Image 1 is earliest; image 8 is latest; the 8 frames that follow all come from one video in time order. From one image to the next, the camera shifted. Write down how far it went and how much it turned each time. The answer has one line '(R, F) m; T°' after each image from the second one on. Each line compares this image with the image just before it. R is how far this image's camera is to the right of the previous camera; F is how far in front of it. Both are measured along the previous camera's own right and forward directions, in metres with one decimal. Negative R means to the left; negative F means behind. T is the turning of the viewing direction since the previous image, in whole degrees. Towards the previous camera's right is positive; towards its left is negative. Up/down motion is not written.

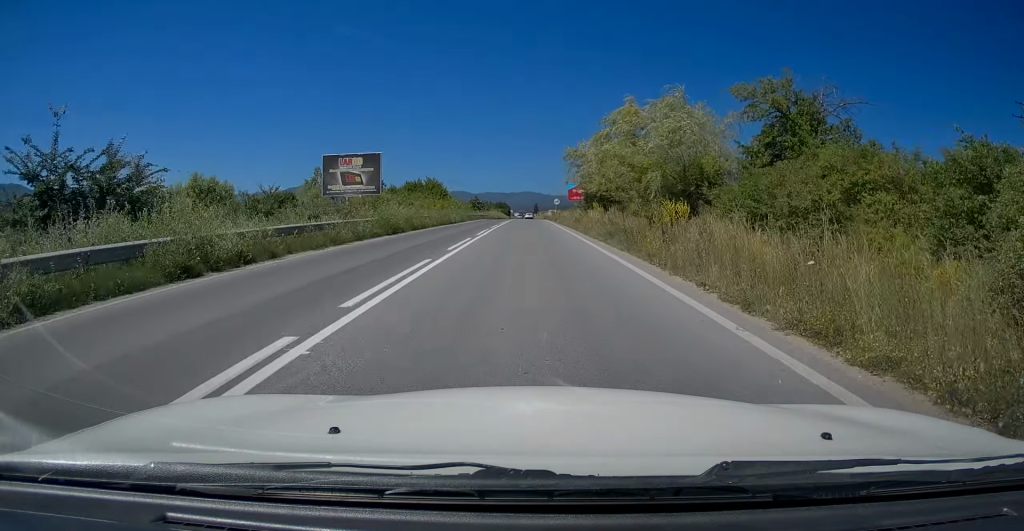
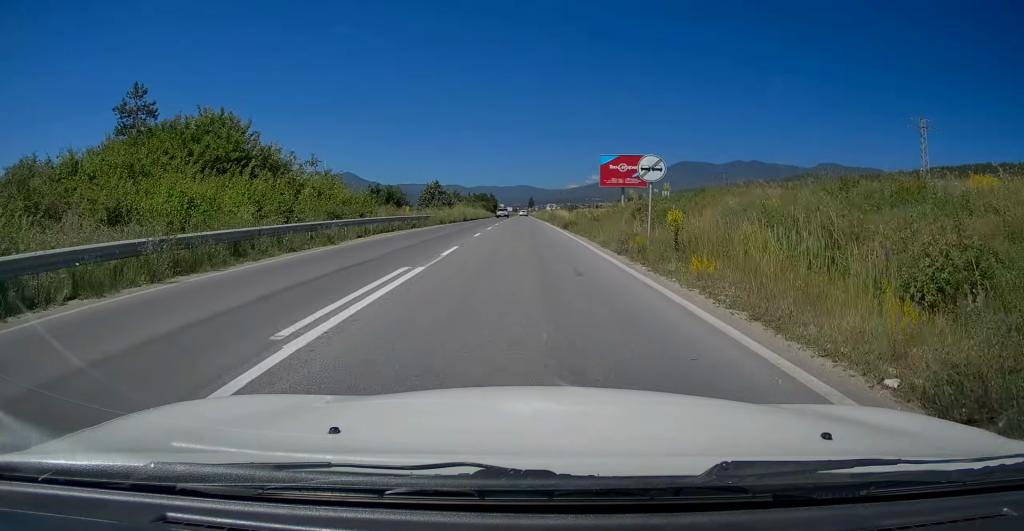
(-0.6, +53.7) m; 0°
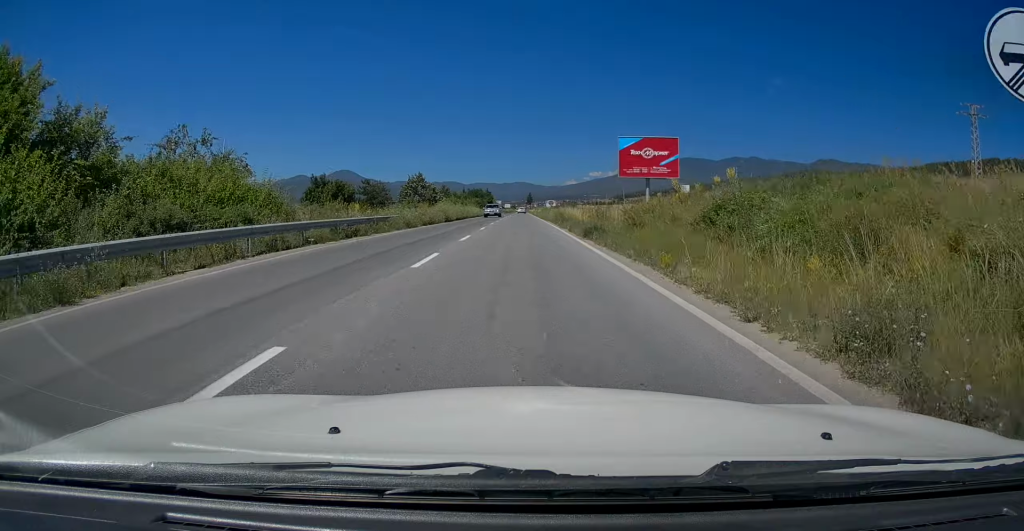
(+0.2, +12.1) m; +1°
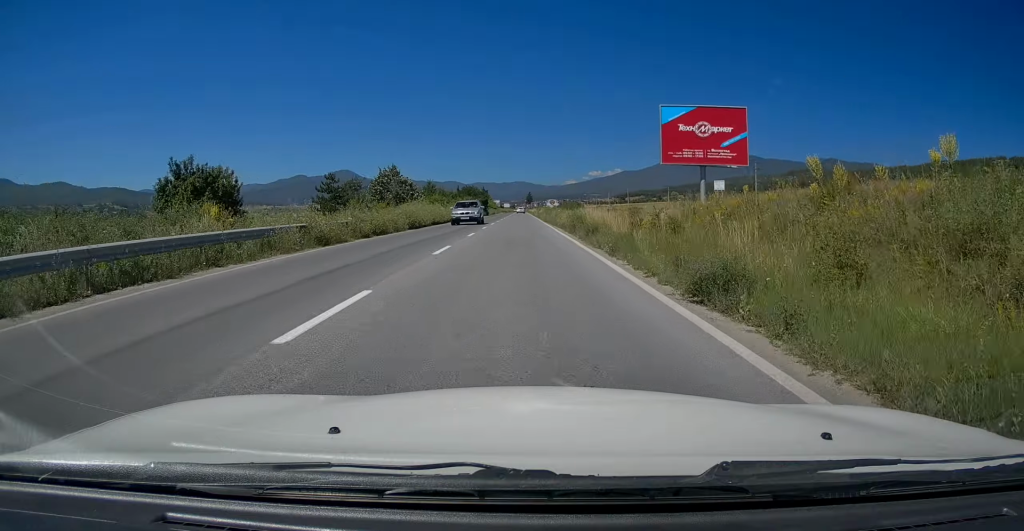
(0.0, +14.1) m; -1°
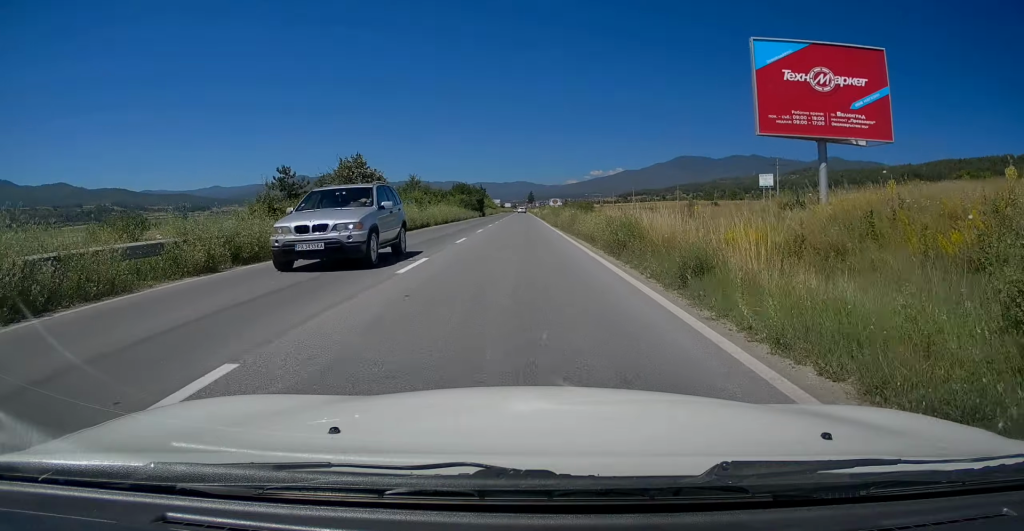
(0.0, +12.7) m; -1°
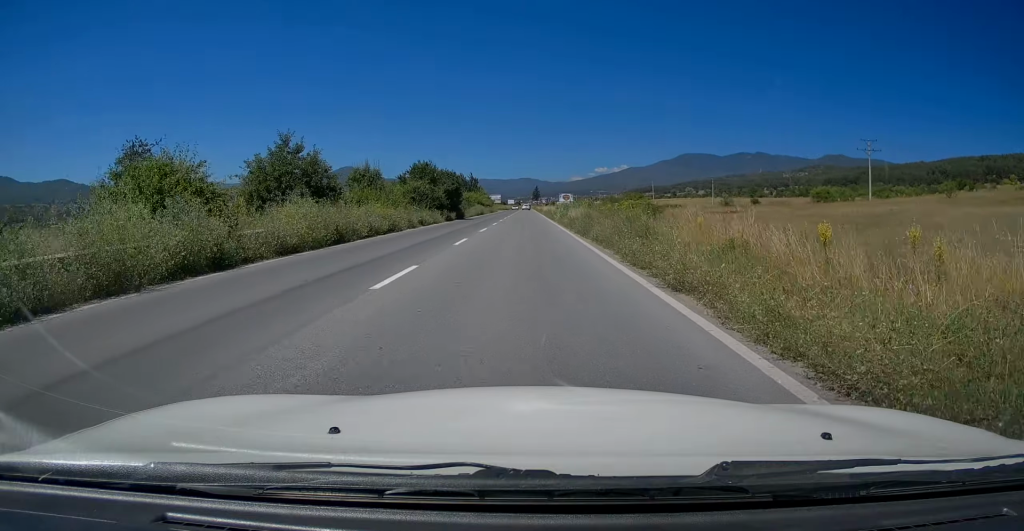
(-0.6, +38.0) m; 0°
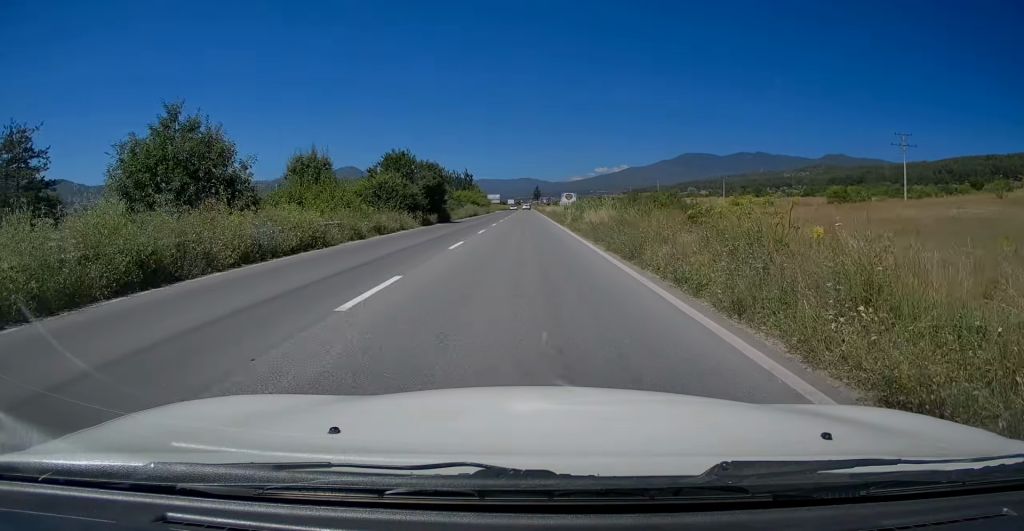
(+0.2, +10.6) m; 0°
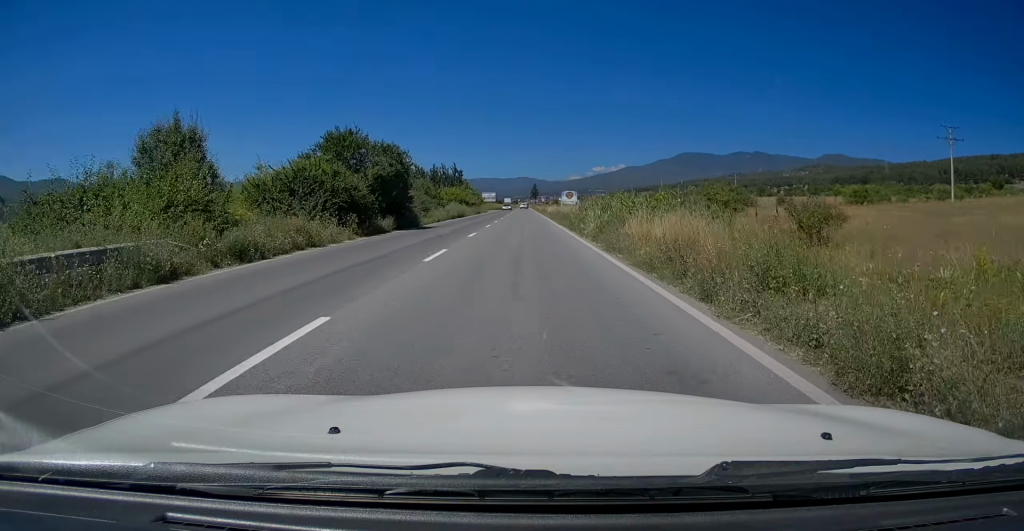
(0.0, +12.5) m; 0°
